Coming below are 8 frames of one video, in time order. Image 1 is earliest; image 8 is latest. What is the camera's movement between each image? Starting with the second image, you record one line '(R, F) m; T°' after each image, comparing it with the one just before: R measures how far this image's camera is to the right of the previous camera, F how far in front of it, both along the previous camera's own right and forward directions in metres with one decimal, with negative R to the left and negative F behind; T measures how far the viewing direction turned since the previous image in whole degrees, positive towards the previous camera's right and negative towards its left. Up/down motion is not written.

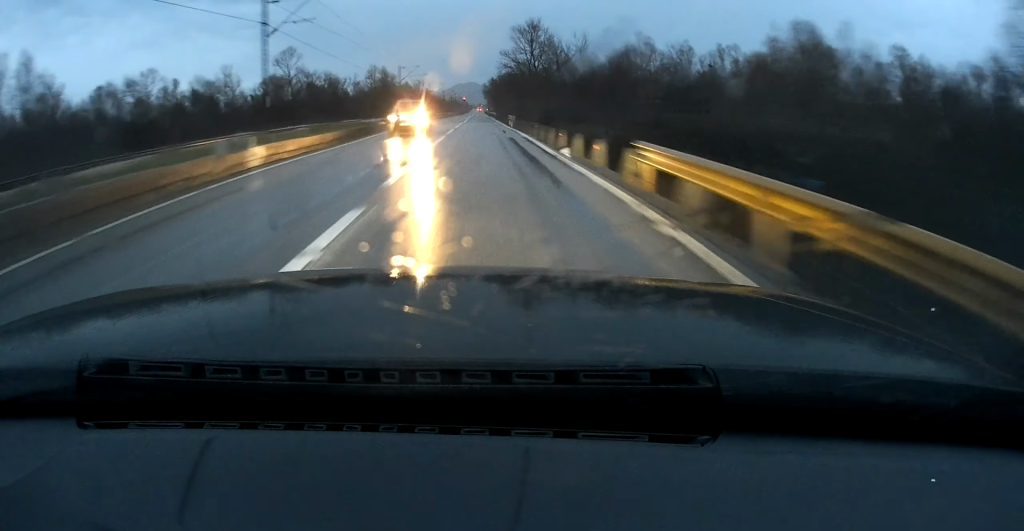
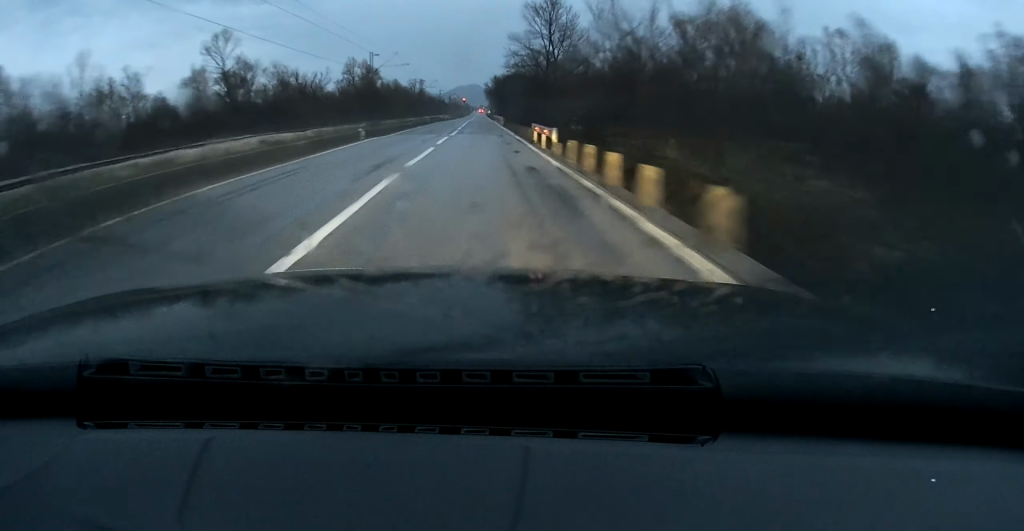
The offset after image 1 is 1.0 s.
(0.0, +25.3) m; 0°
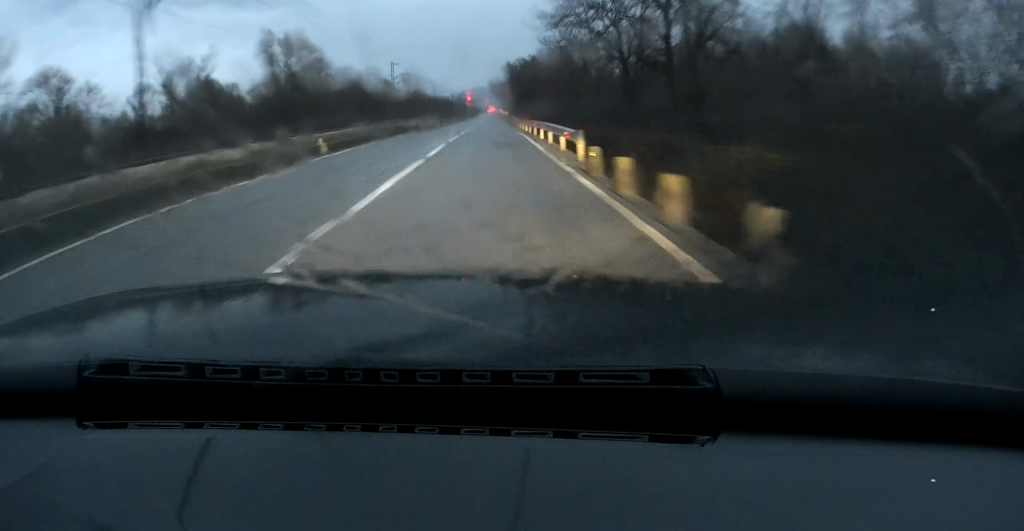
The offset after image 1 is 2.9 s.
(-0.1, +48.8) m; 0°
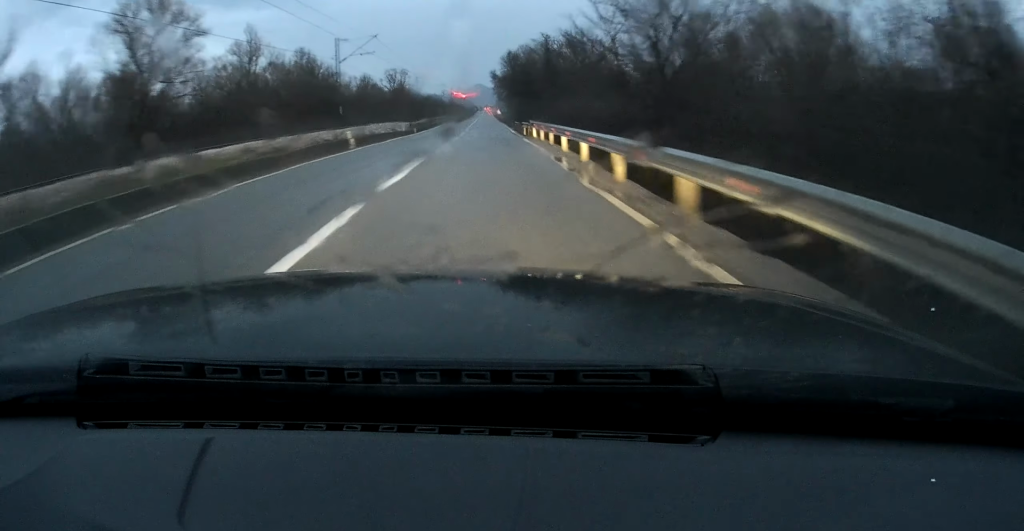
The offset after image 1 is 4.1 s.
(-0.1, +28.5) m; 0°
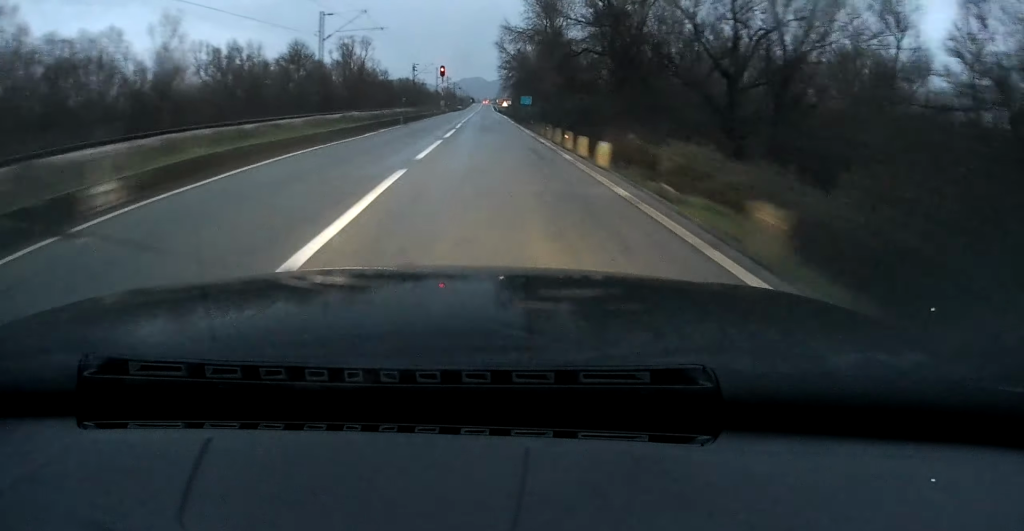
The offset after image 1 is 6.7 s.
(0.0, +67.0) m; 0°
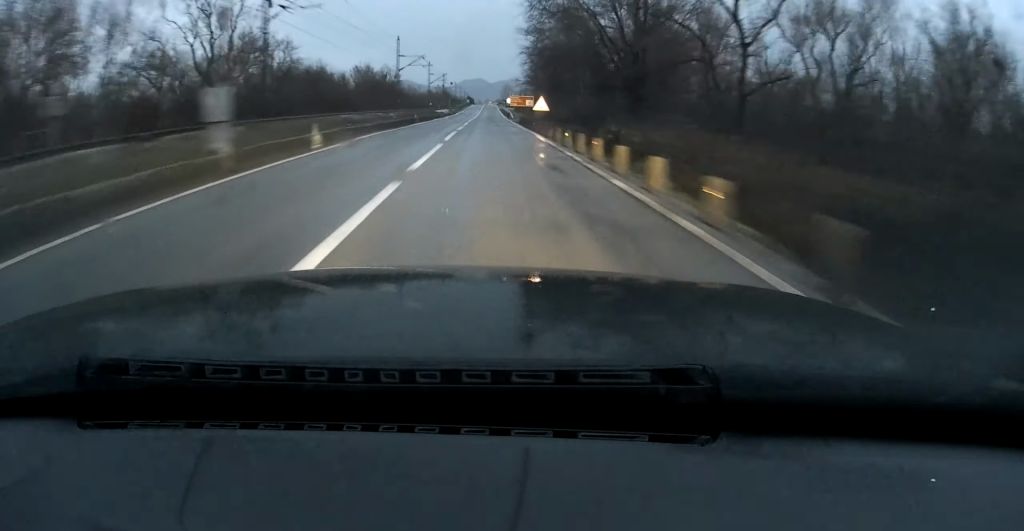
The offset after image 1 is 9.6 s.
(+0.1, +73.0) m; 0°
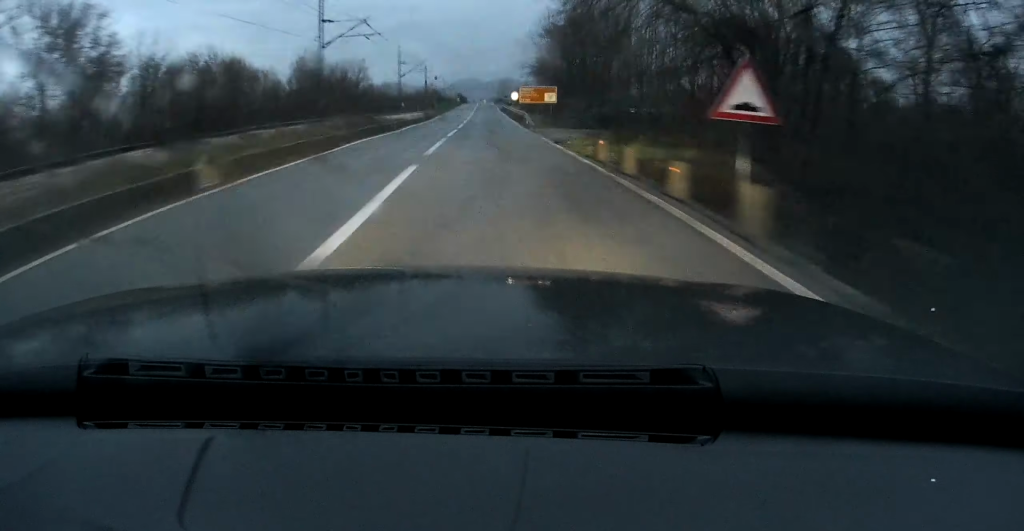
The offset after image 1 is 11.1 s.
(+0.1, +36.9) m; 0°
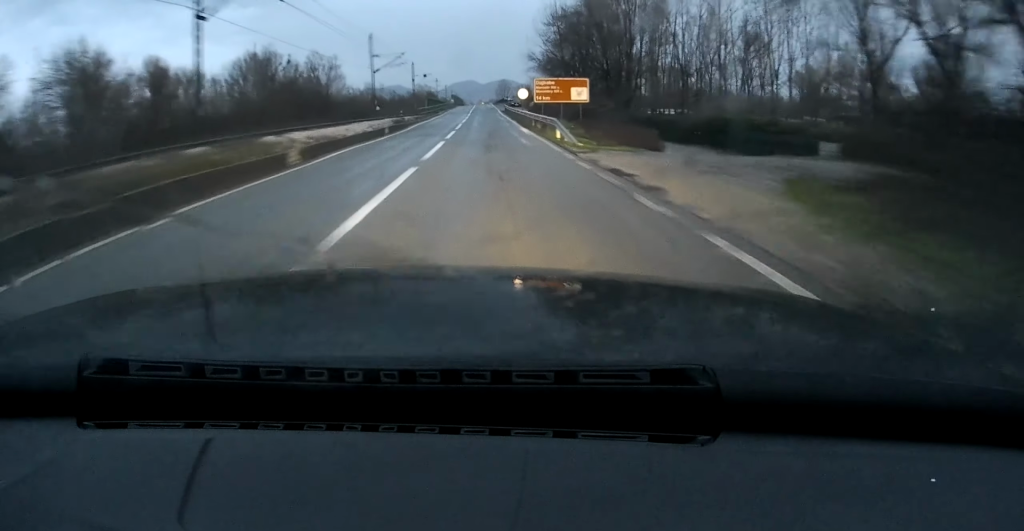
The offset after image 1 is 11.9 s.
(+0.1, +20.1) m; 0°
